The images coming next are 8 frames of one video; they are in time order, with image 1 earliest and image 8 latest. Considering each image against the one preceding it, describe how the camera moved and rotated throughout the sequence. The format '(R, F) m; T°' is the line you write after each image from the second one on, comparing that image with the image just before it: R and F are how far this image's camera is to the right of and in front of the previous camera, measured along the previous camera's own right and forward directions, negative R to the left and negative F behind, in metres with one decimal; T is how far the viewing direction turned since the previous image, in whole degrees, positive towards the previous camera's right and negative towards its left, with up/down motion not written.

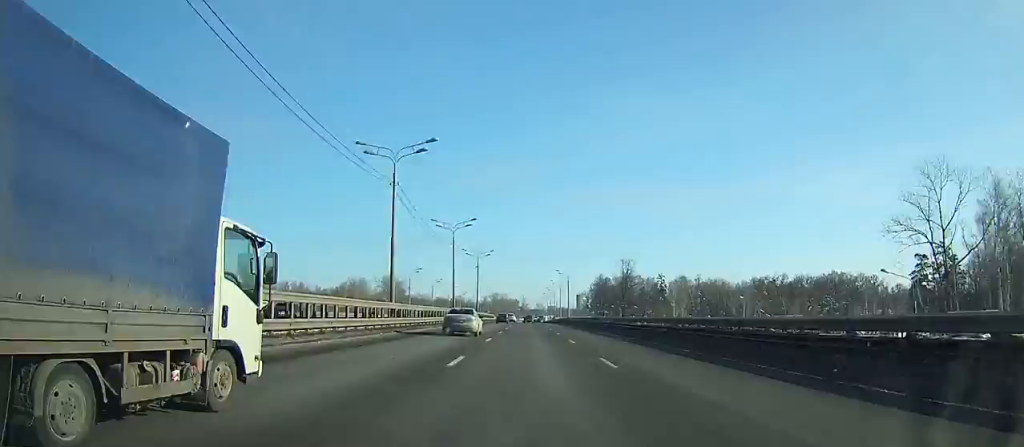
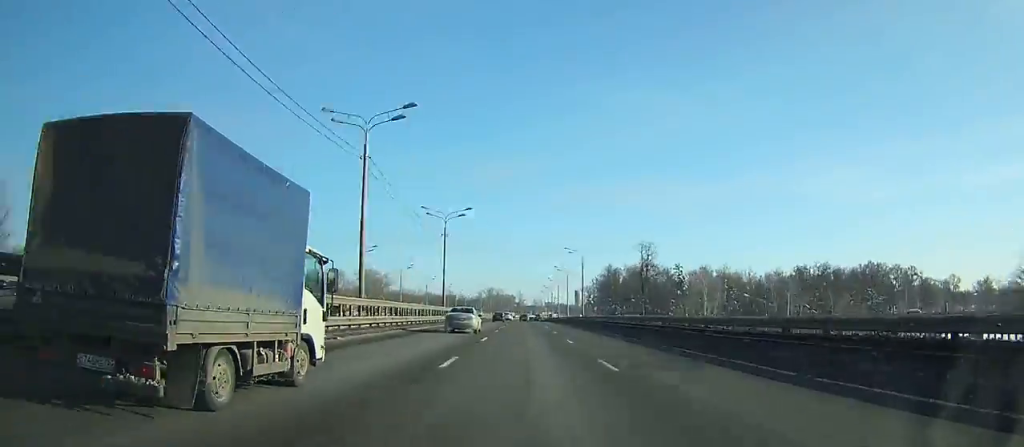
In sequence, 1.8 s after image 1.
(+0.1, +35.9) m; 0°
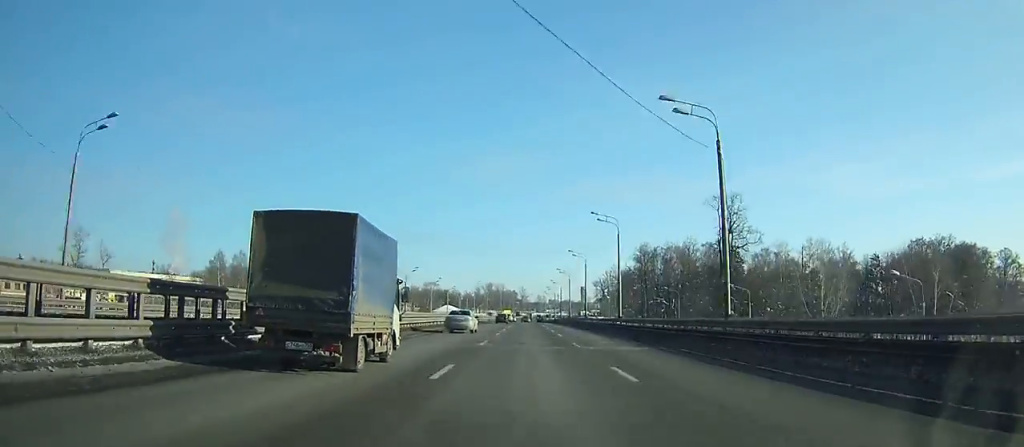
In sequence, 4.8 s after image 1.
(-0.6, +60.7) m; -3°
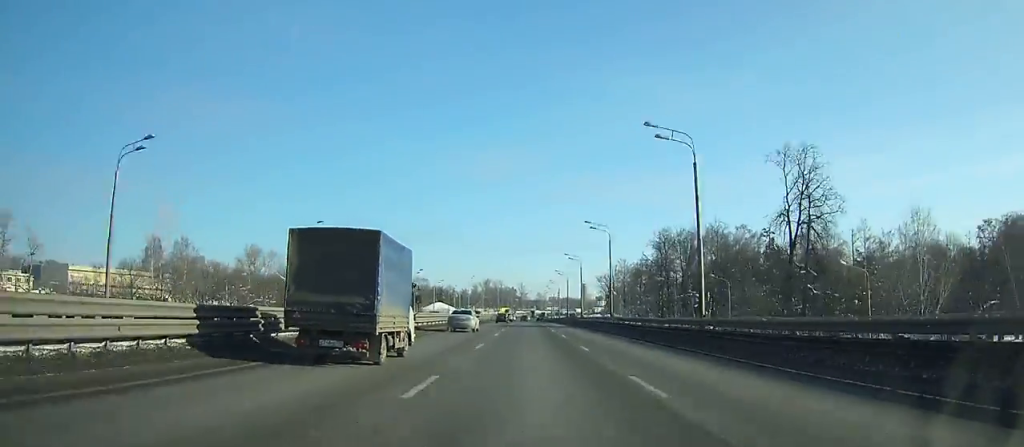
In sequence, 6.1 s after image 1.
(-1.9, +26.7) m; +1°
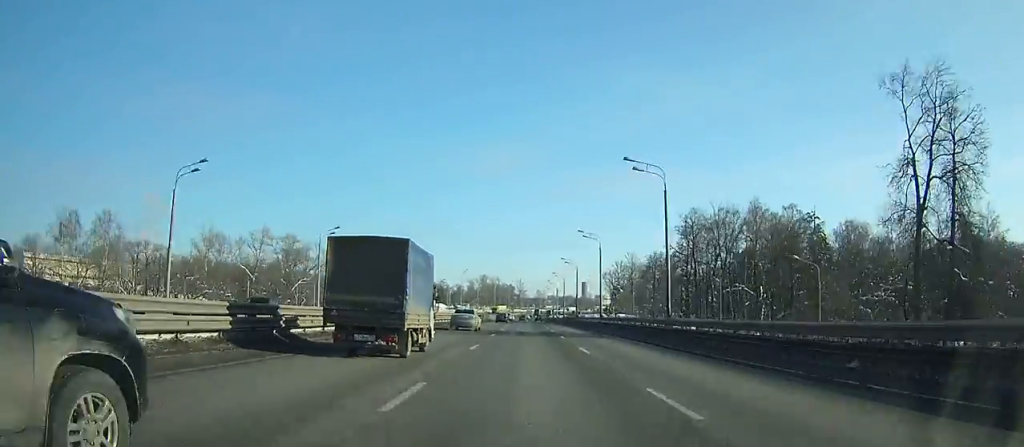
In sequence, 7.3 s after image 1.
(-2.4, +24.6) m; +1°
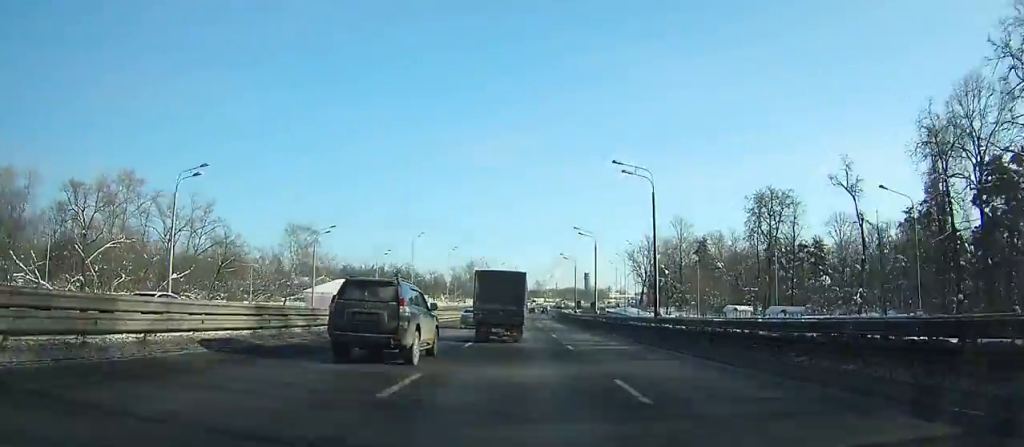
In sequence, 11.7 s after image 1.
(+8.0, +96.1) m; +3°
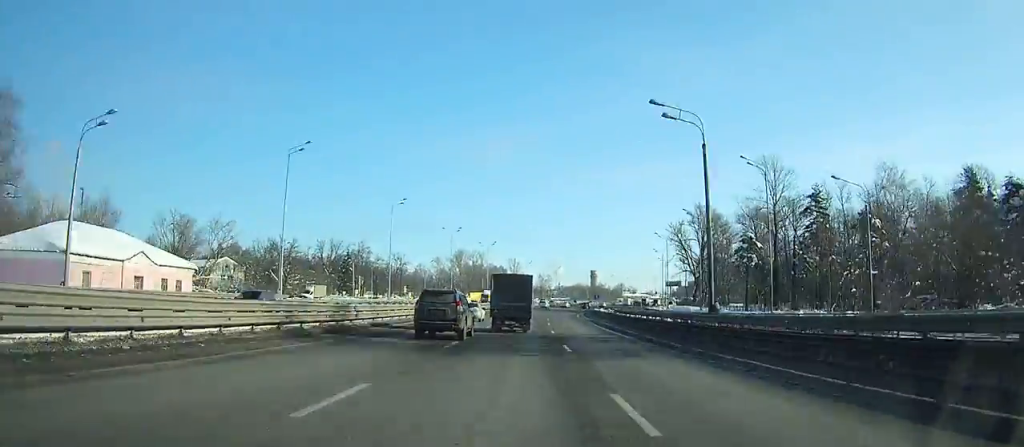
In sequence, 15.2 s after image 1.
(-2.2, +76.1) m; -1°
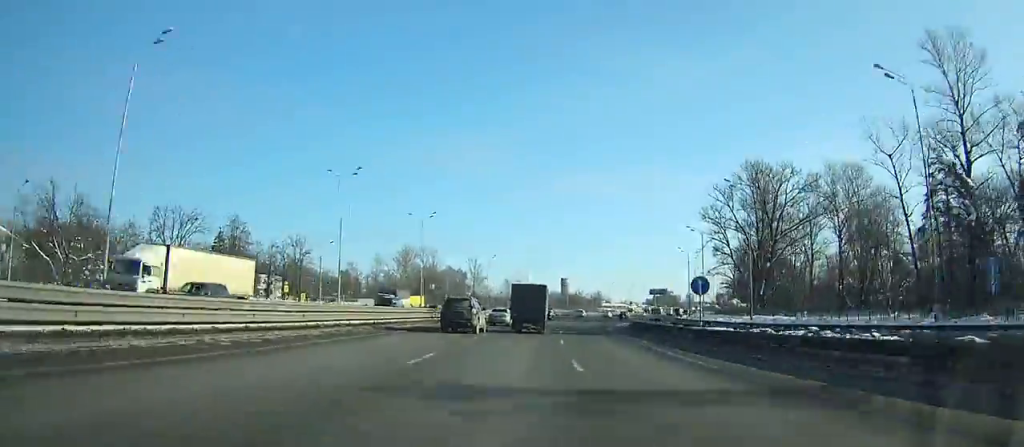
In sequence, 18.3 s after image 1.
(+0.9, +65.4) m; +4°
